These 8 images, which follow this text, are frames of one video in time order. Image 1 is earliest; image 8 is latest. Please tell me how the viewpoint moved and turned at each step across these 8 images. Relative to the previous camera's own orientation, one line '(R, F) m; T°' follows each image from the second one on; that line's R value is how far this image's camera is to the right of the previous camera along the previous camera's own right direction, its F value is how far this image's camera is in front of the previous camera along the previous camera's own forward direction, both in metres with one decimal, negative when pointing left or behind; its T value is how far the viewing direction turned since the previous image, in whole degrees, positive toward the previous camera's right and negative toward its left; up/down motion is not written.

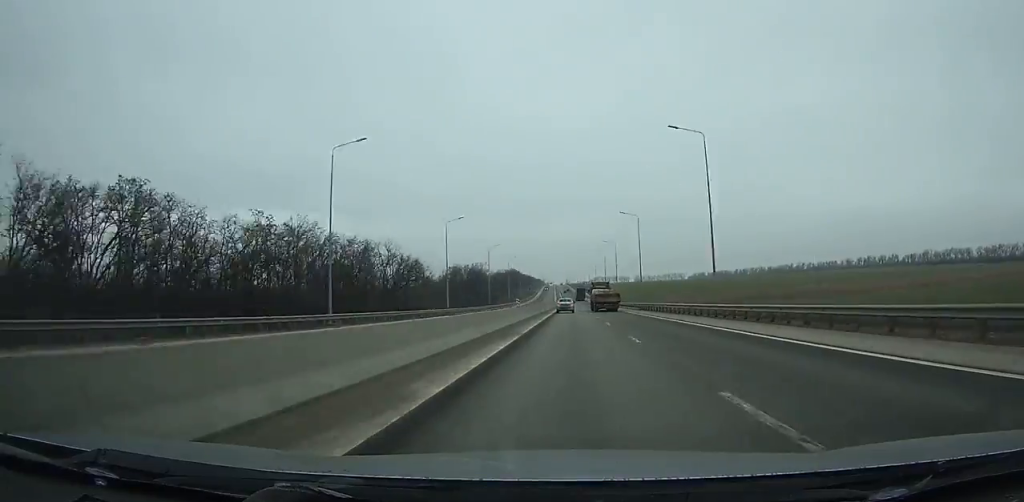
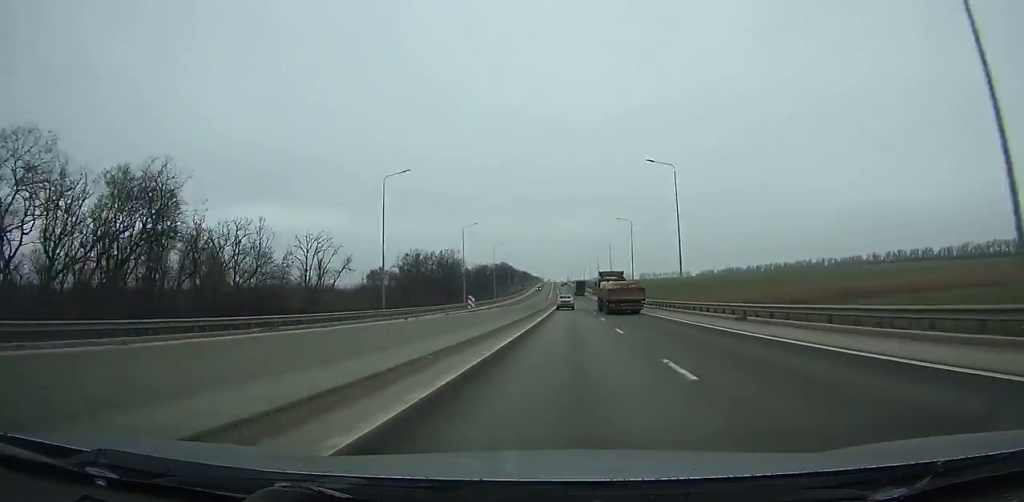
(+0.1, +69.0) m; 0°
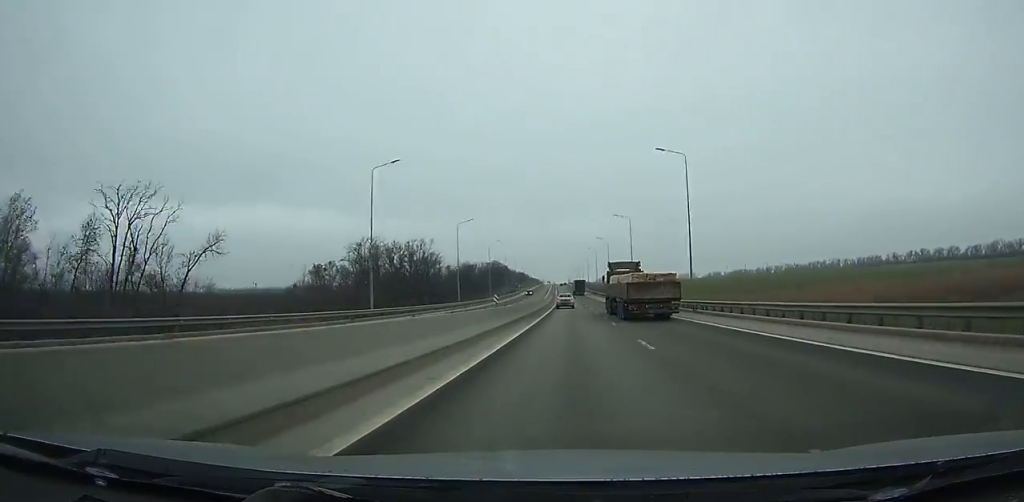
(0.0, +43.6) m; 0°
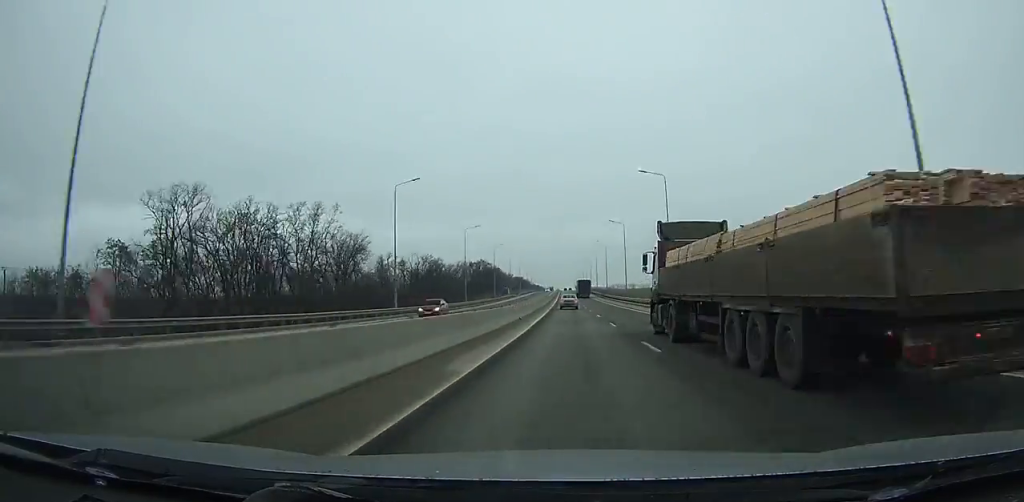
(-0.2, +72.7) m; 0°
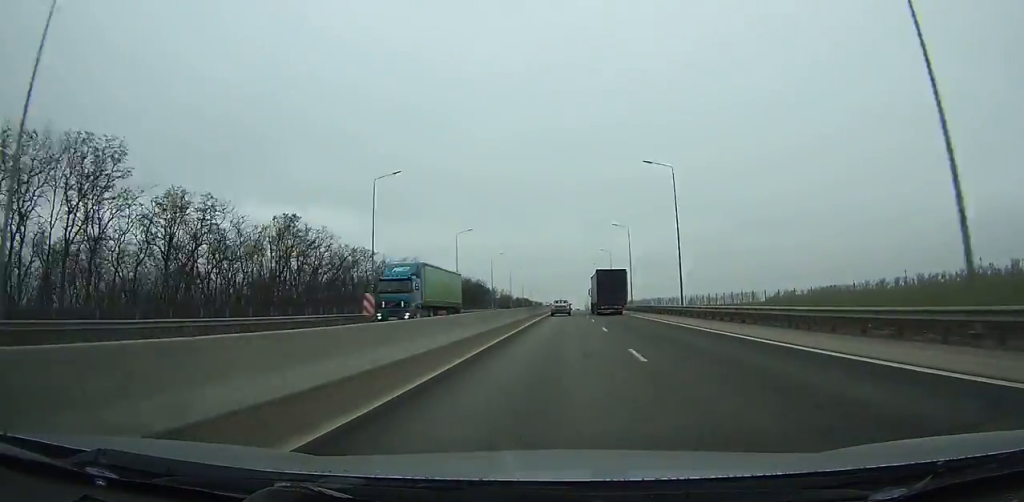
(-2.2, +241.2) m; -1°
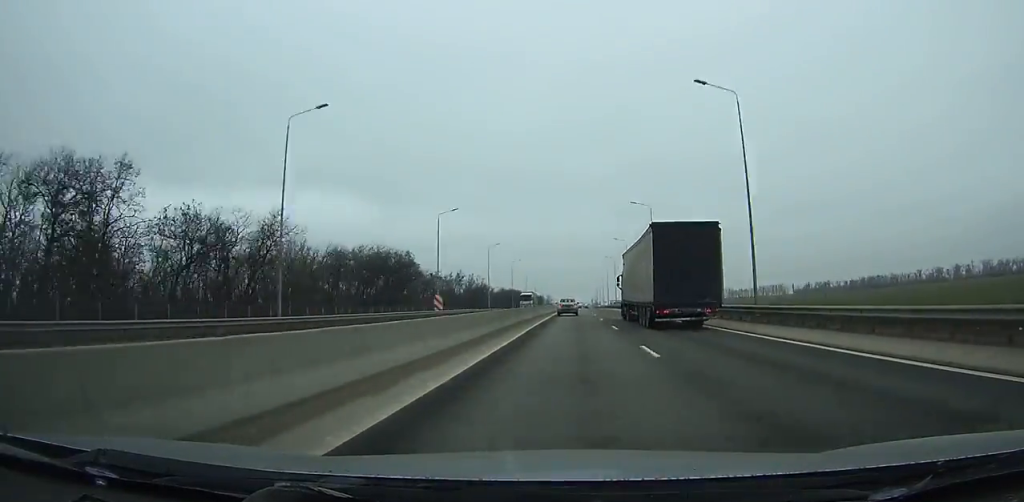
(0.0, +95.8) m; 0°
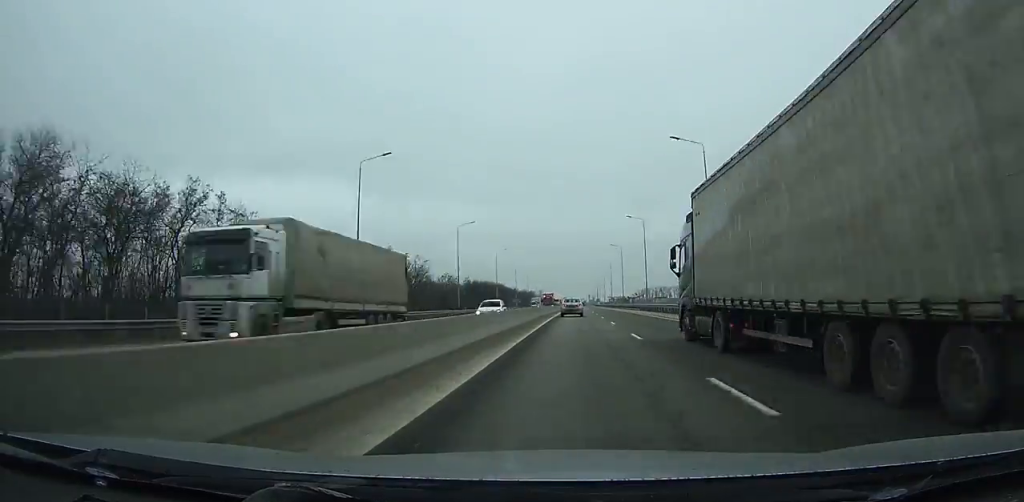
(0.0, +66.9) m; 0°
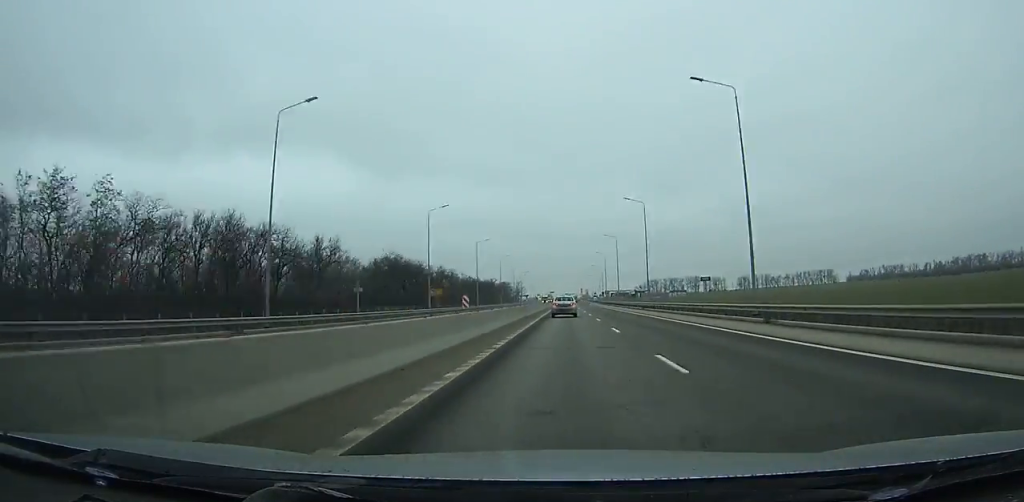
(+0.7, +128.3) m; 0°
